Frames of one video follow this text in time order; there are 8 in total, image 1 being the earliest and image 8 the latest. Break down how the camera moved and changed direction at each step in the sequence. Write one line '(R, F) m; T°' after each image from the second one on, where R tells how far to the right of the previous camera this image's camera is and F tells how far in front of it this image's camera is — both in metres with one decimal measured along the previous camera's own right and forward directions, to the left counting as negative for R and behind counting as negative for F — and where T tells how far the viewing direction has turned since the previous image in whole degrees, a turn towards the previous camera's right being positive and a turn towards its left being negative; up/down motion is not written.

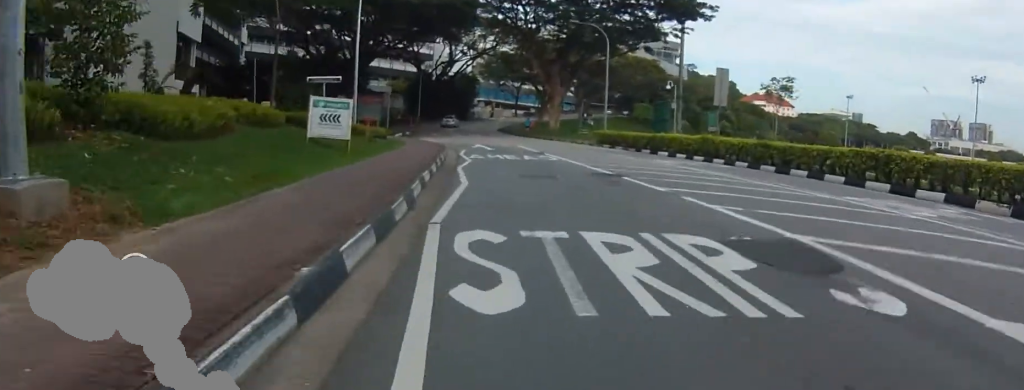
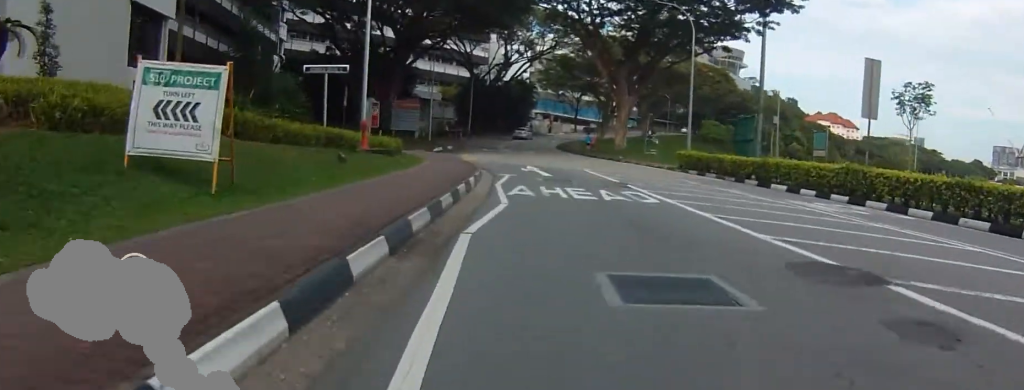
(-0.6, +8.7) m; -7°
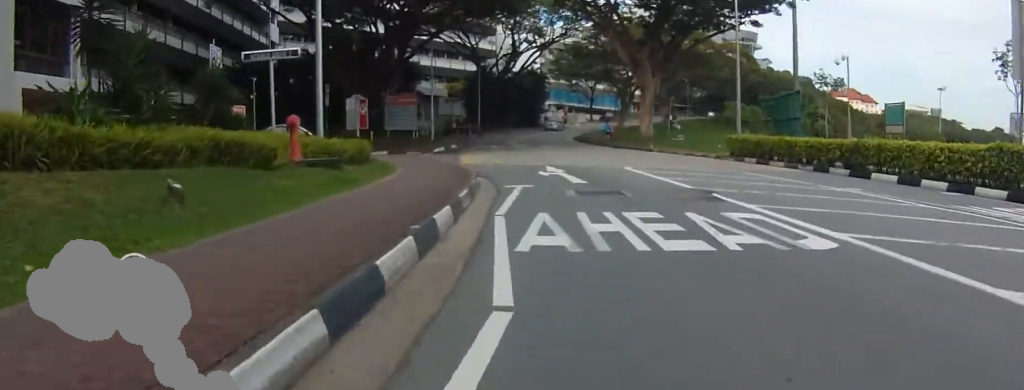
(-0.5, +6.8) m; -3°
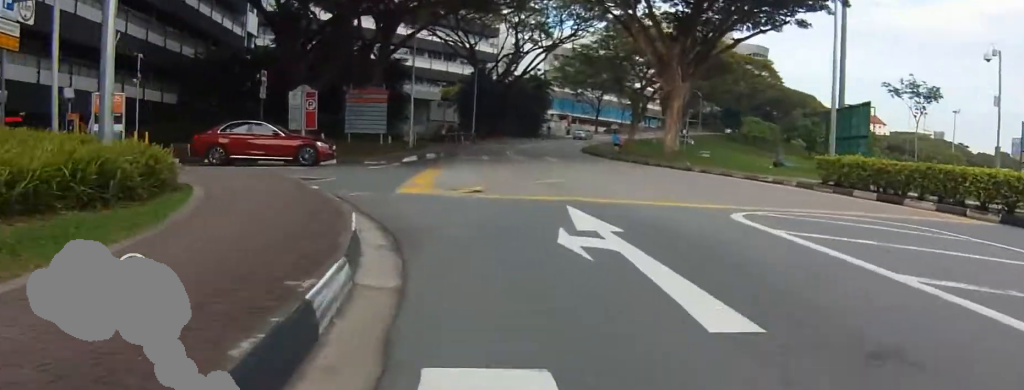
(+0.2, +10.5) m; +1°
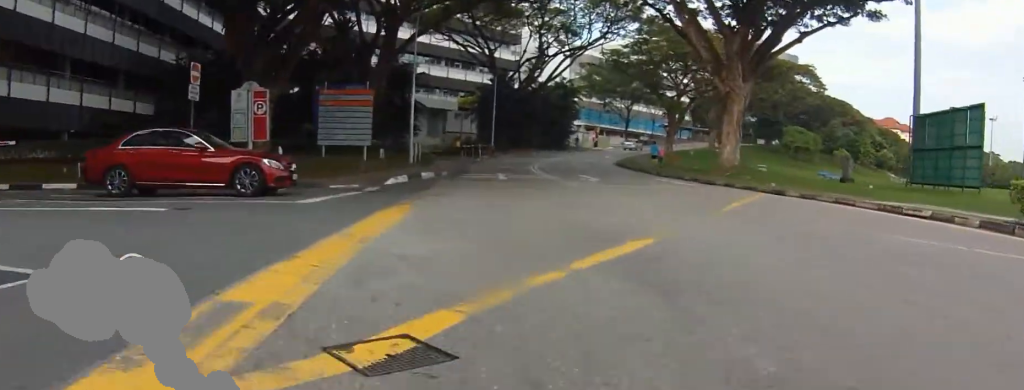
(-0.4, +8.6) m; +5°
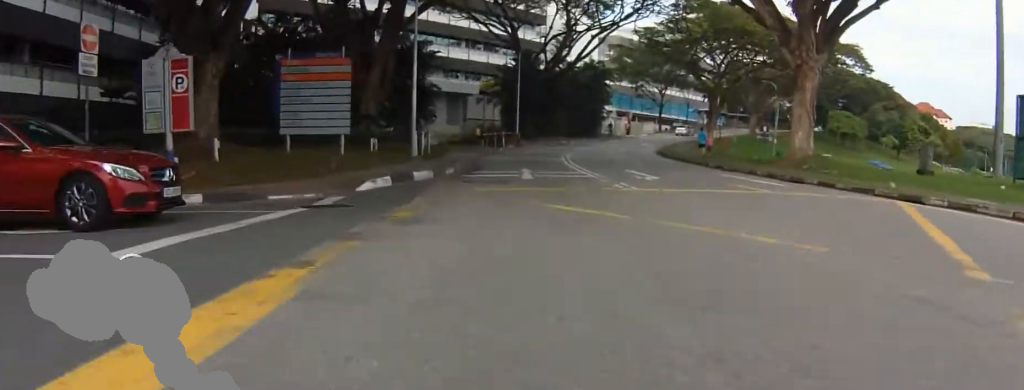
(+1.0, +6.7) m; -8°
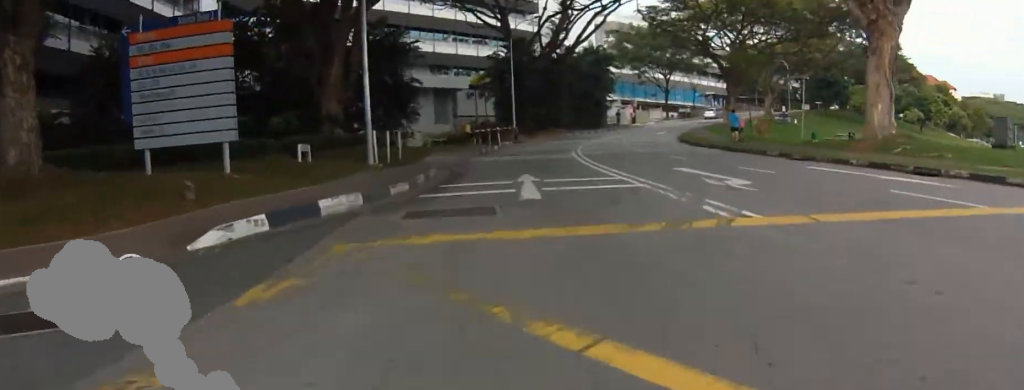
(-1.3, +7.2) m; -7°
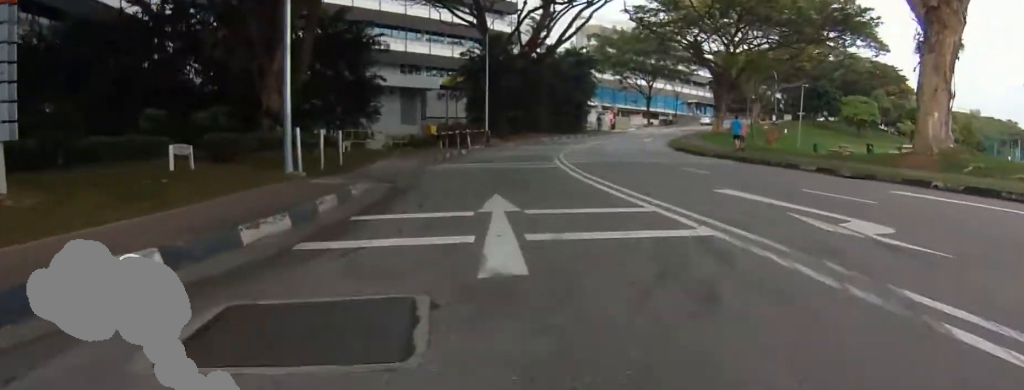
(-1.1, +5.0) m; -3°
